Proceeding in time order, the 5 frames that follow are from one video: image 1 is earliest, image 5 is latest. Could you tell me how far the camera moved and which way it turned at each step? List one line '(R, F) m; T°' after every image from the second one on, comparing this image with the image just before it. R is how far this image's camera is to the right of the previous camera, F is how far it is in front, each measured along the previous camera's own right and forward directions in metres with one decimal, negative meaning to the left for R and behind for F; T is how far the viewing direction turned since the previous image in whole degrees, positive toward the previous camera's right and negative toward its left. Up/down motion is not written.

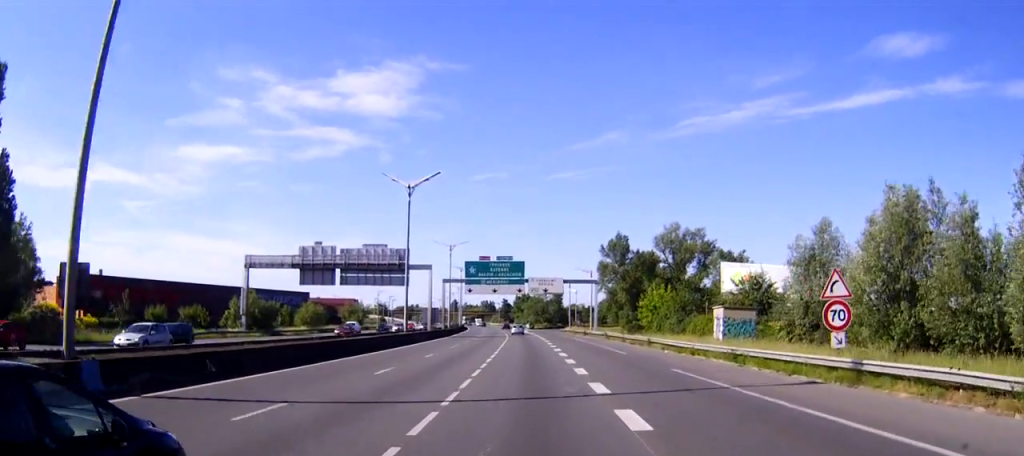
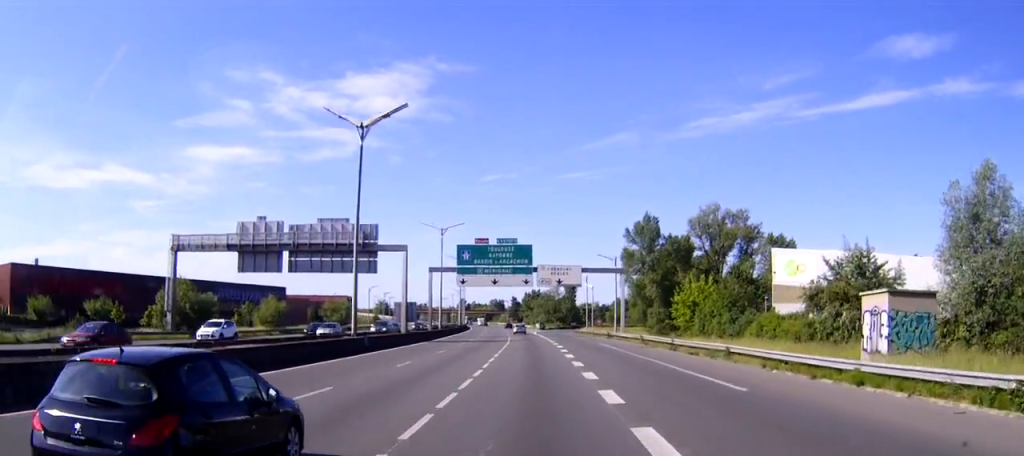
(0.0, +22.3) m; 0°
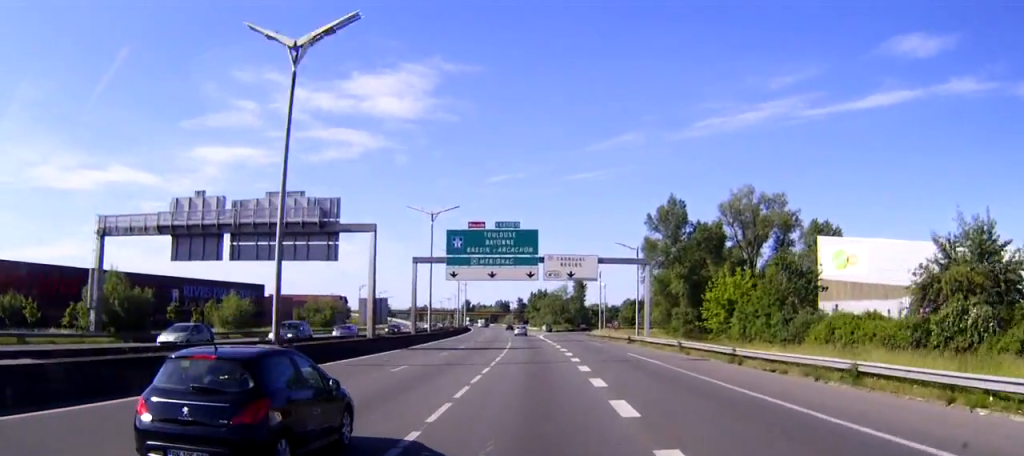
(0.0, +14.9) m; 0°
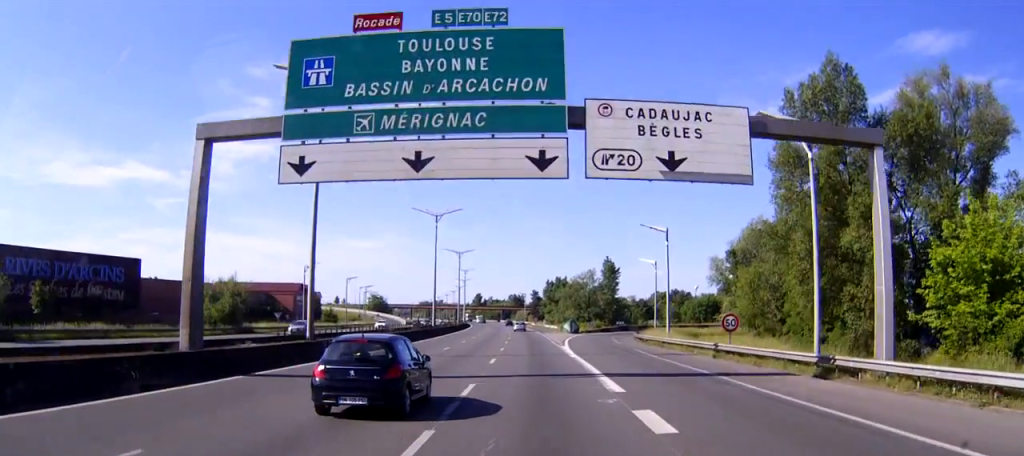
(-0.5, +47.6) m; -1°
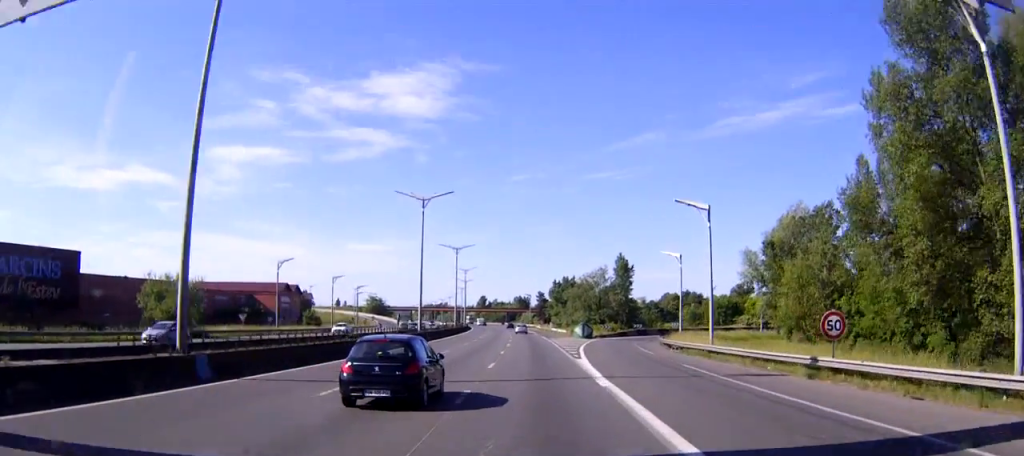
(+0.5, +14.0) m; -1°
